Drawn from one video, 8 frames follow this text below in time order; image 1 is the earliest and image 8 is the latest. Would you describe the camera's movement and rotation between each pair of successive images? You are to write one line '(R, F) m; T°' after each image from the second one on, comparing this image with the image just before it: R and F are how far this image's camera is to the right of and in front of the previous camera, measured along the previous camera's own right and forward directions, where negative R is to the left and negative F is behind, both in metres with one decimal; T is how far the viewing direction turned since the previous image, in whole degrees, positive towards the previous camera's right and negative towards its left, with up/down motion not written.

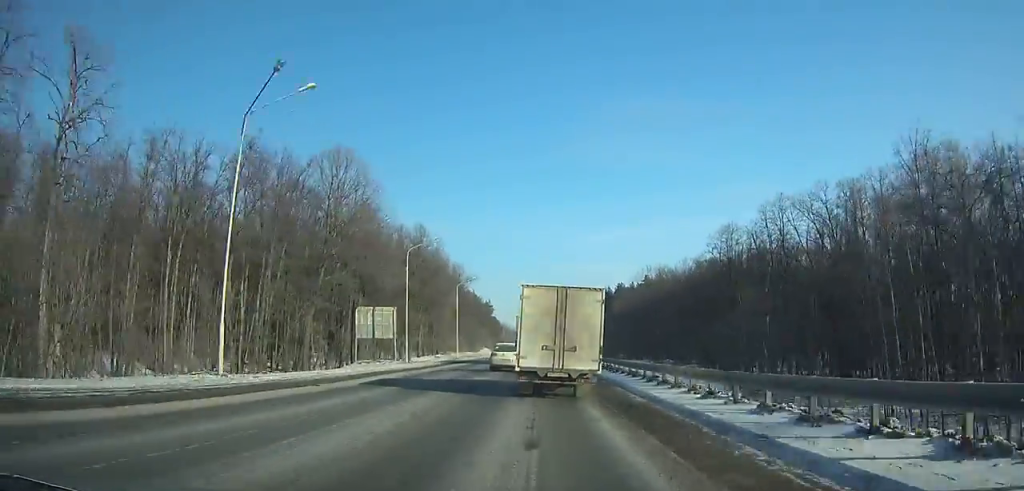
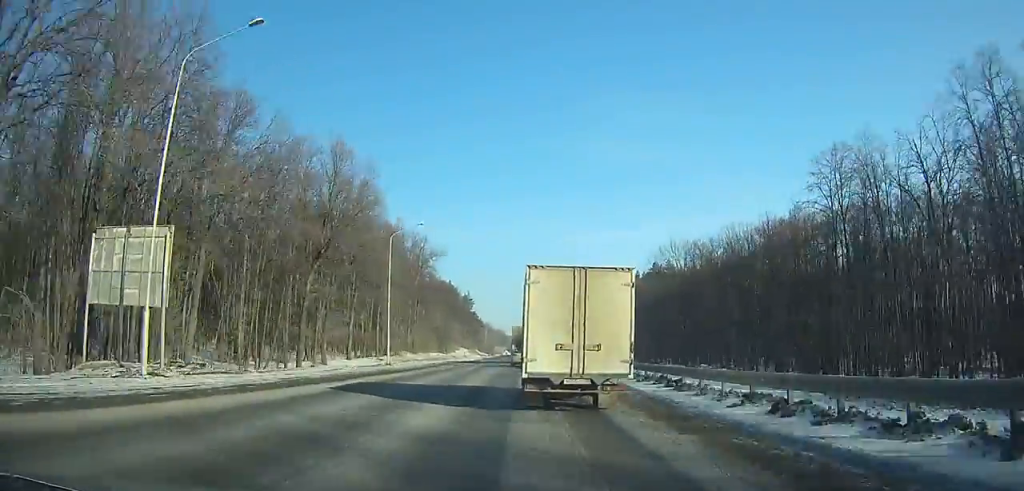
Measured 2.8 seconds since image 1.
(+0.1, +33.3) m; 0°
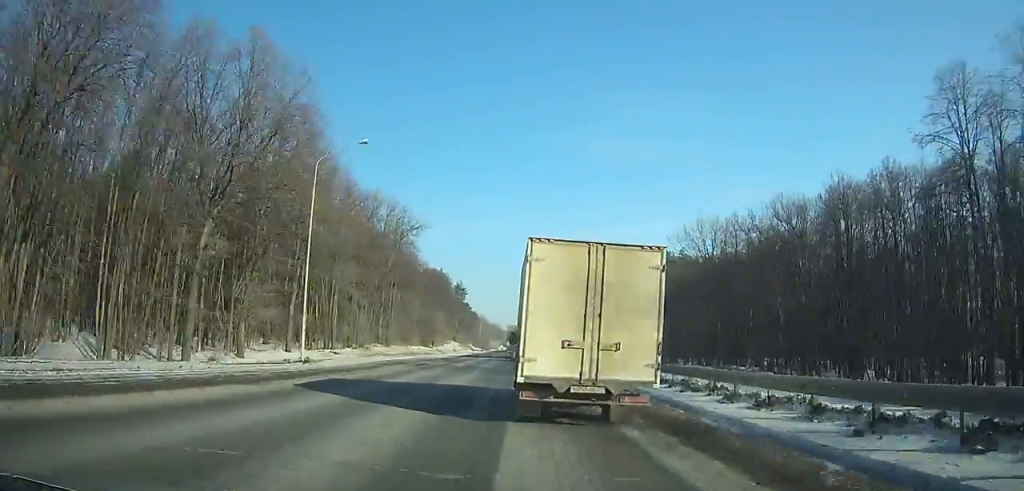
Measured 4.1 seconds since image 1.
(0.0, +15.7) m; 0°
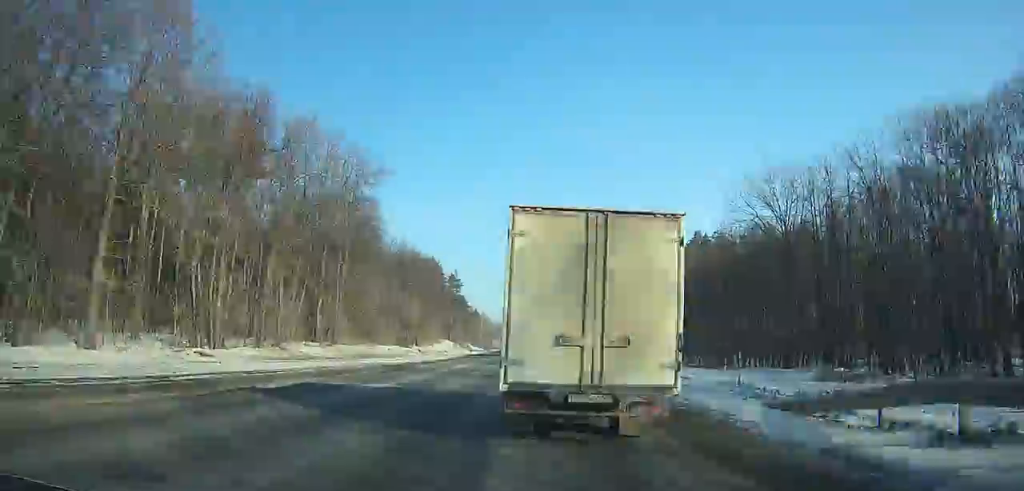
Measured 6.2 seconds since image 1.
(-0.1, +25.4) m; 0°
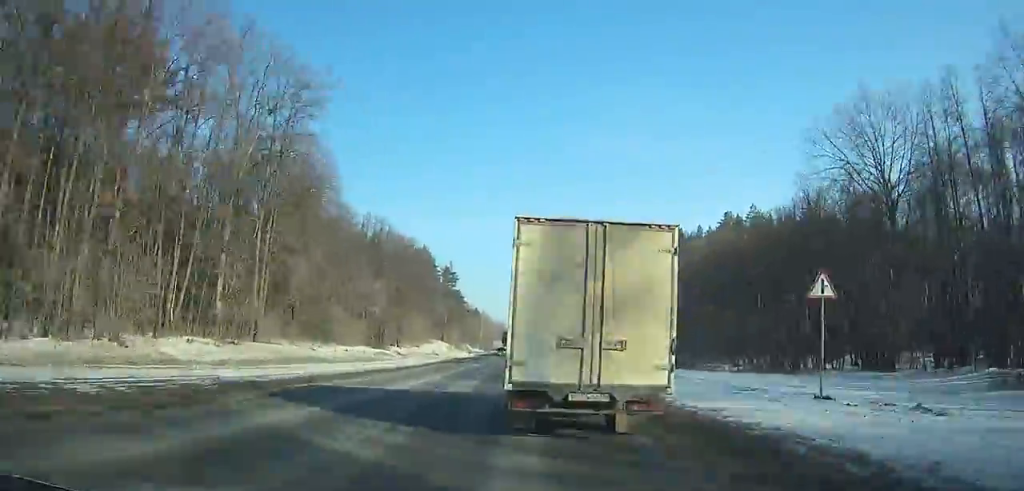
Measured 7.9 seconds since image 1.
(-0.2, +20.5) m; 0°
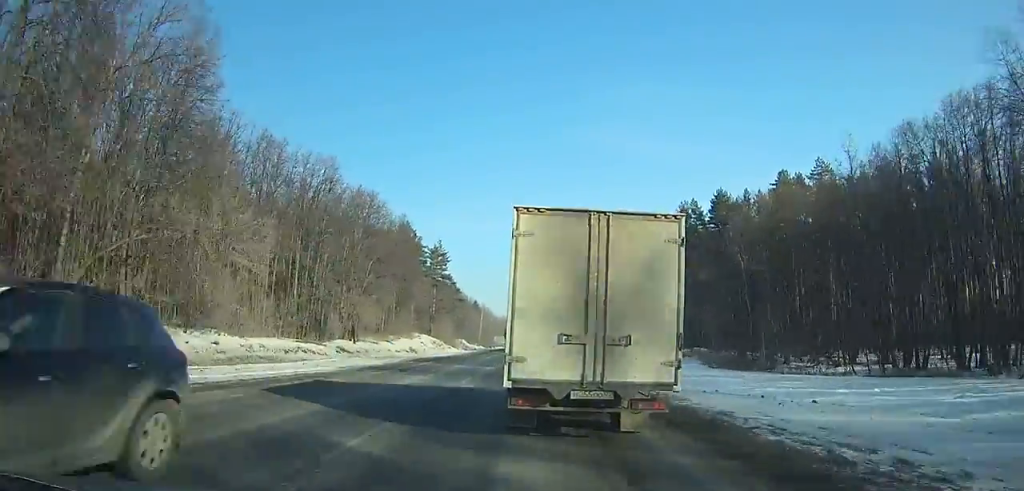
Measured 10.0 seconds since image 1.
(0.0, +25.3) m; 0°
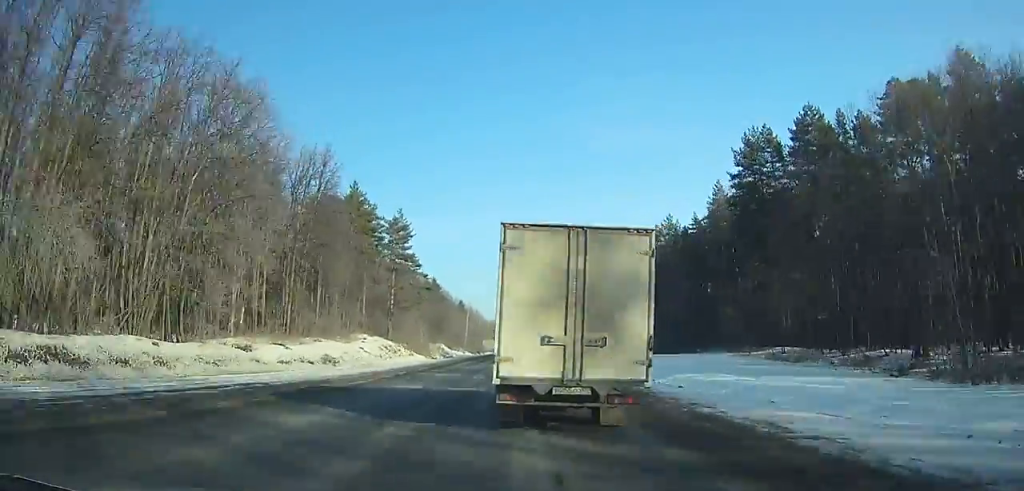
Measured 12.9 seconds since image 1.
(+0.3, +34.9) m; +1°
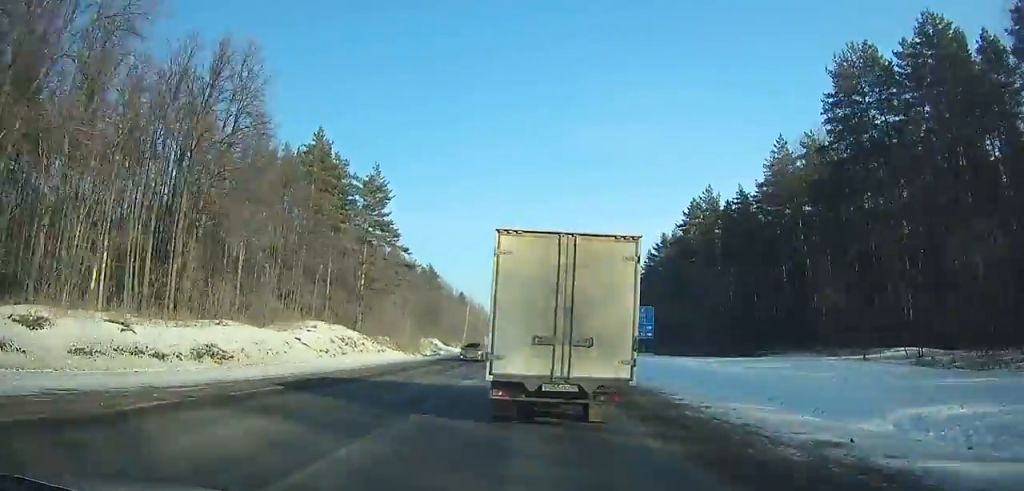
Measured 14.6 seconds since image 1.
(+0.2, +20.5) m; 0°
